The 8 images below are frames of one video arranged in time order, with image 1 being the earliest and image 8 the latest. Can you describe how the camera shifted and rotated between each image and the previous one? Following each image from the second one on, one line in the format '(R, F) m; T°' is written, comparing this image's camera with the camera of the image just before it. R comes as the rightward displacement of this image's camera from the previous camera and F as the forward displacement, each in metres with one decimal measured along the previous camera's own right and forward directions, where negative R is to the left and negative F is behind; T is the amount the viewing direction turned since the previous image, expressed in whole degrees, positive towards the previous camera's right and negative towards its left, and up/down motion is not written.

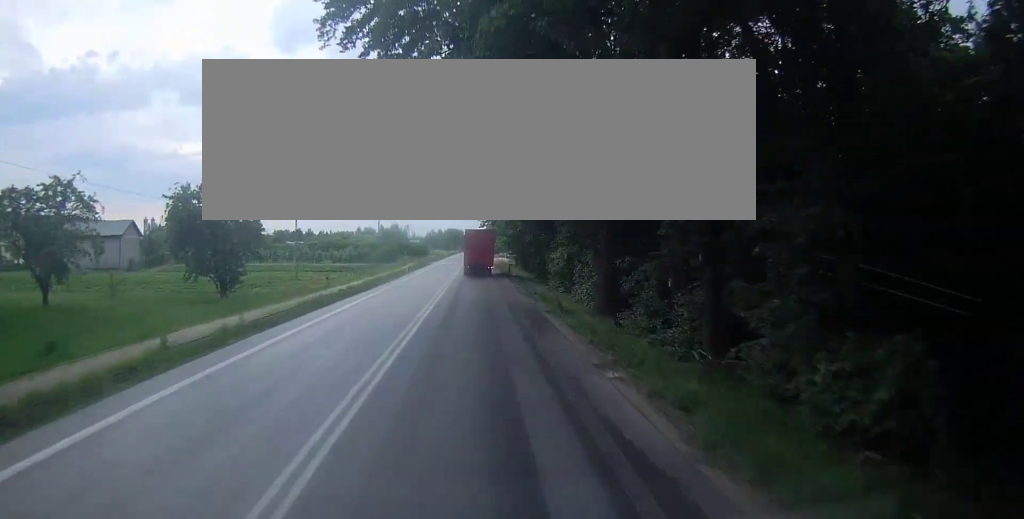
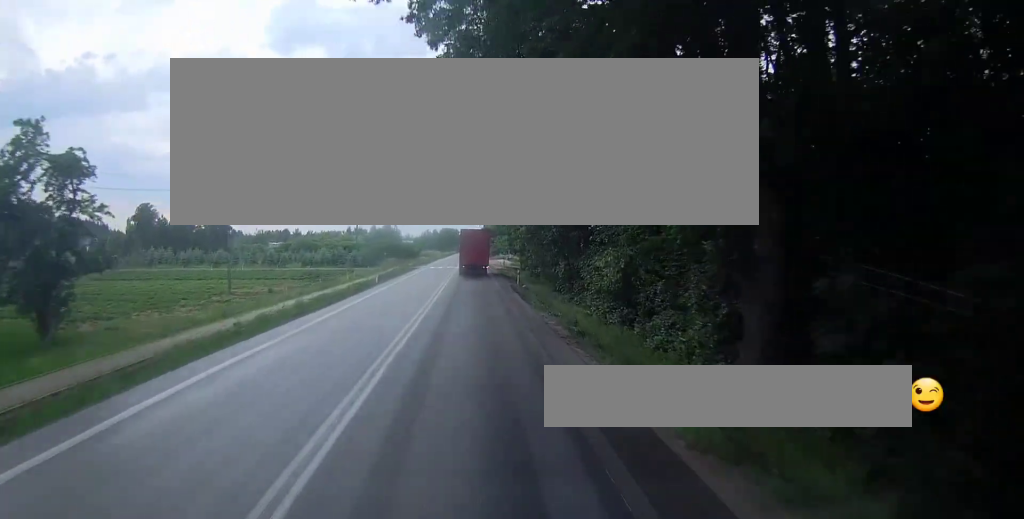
(+0.1, +18.2) m; 0°
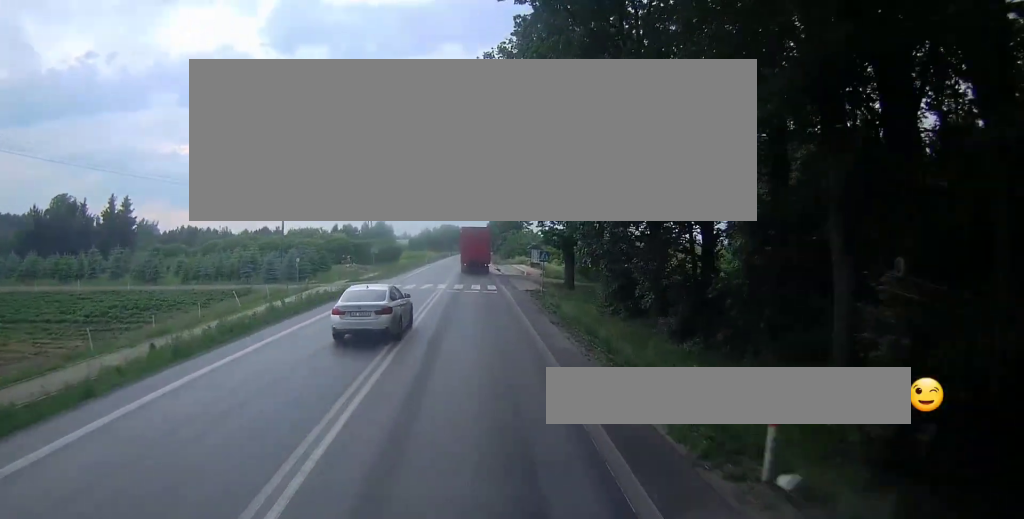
(+0.2, +41.4) m; 0°
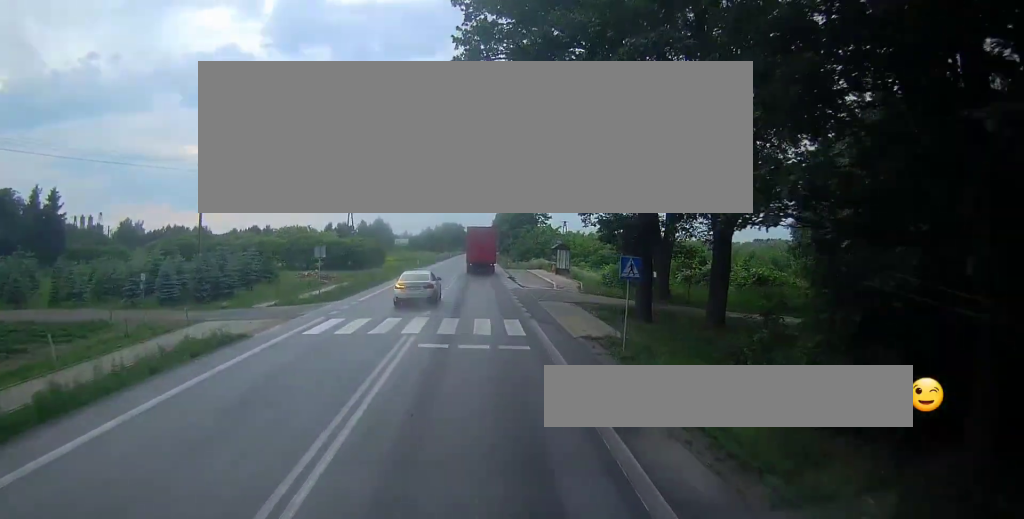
(-0.1, +19.8) m; 0°
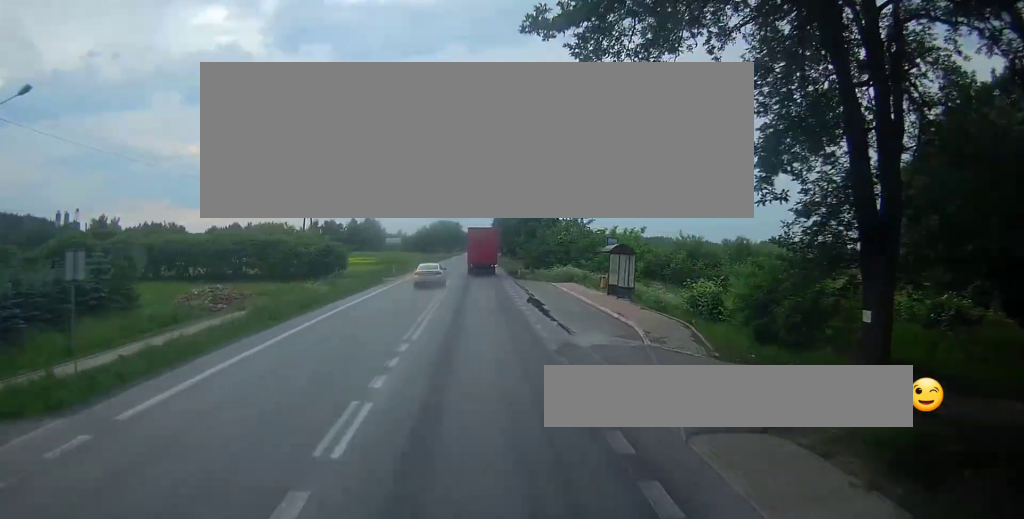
(-0.1, +21.3) m; 0°
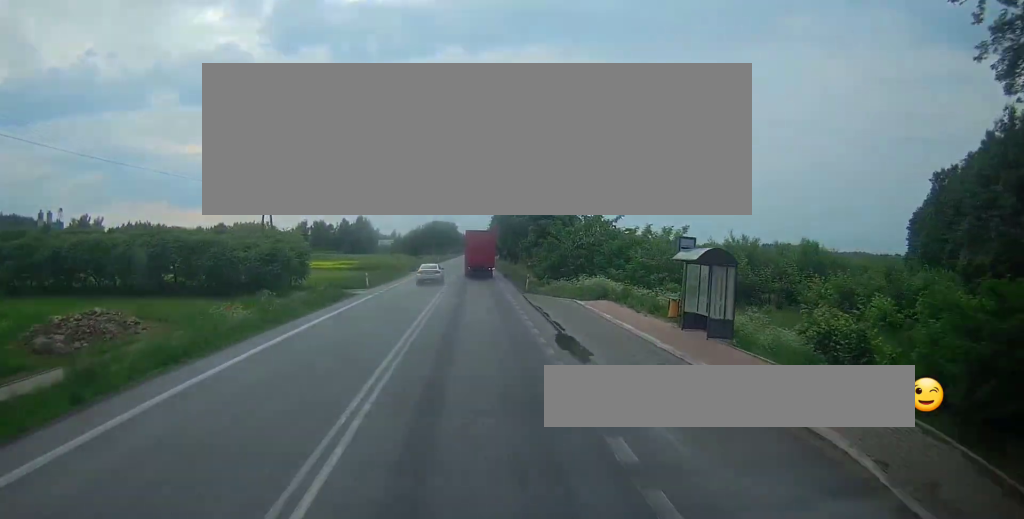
(0.0, +12.2) m; 0°
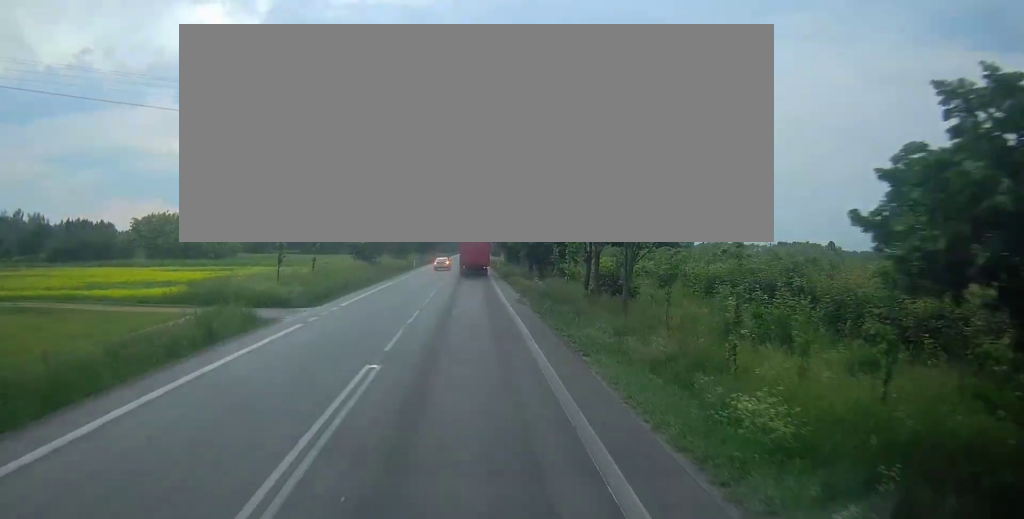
(+0.5, +44.6) m; +1°
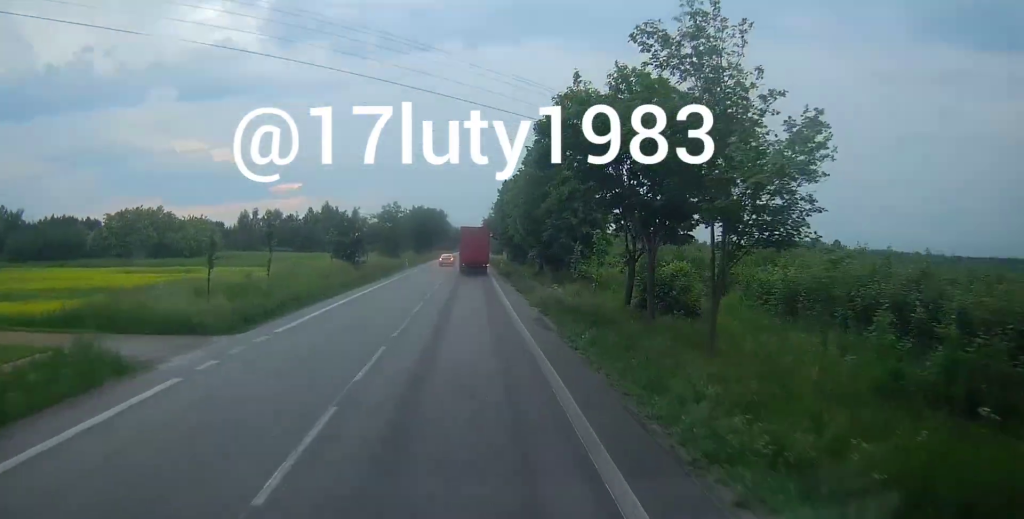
(+0.1, +9.7) m; 0°
